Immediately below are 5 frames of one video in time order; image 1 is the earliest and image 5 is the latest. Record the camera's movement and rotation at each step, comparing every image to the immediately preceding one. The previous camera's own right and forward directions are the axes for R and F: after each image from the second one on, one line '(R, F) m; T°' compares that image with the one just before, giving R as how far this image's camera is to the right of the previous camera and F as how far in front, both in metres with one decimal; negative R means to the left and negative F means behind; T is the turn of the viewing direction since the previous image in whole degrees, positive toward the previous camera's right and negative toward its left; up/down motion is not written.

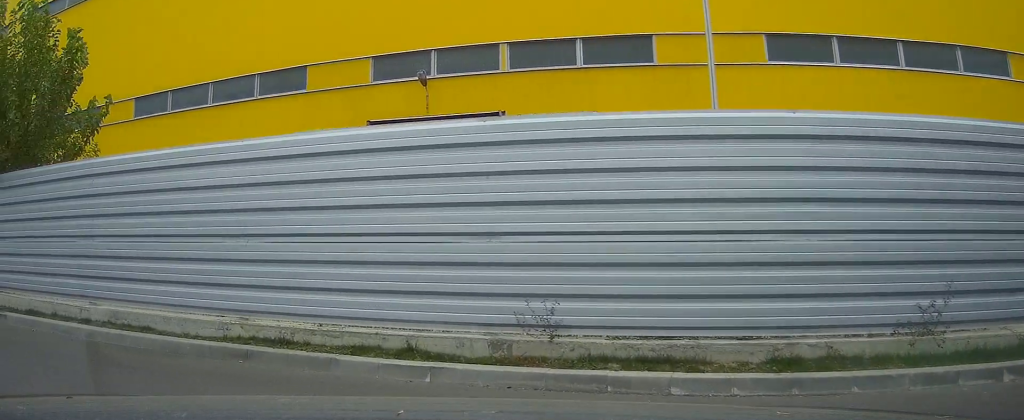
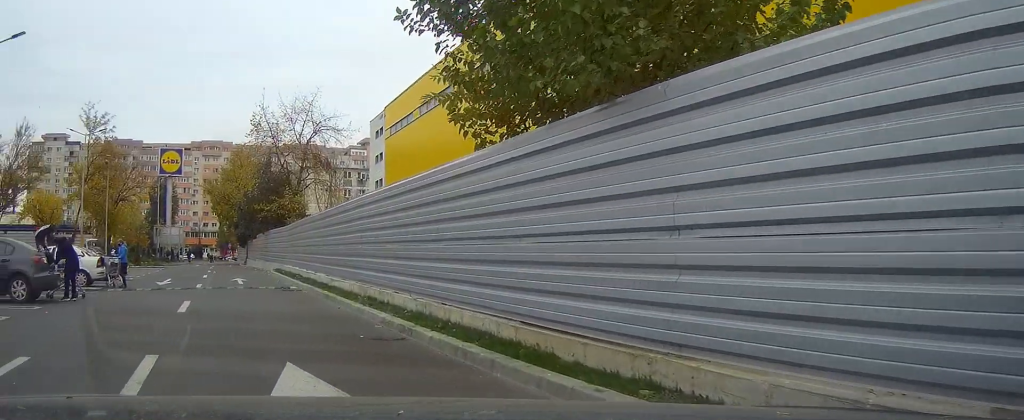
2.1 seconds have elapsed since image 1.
(-2.8, +5.8) m; -43°
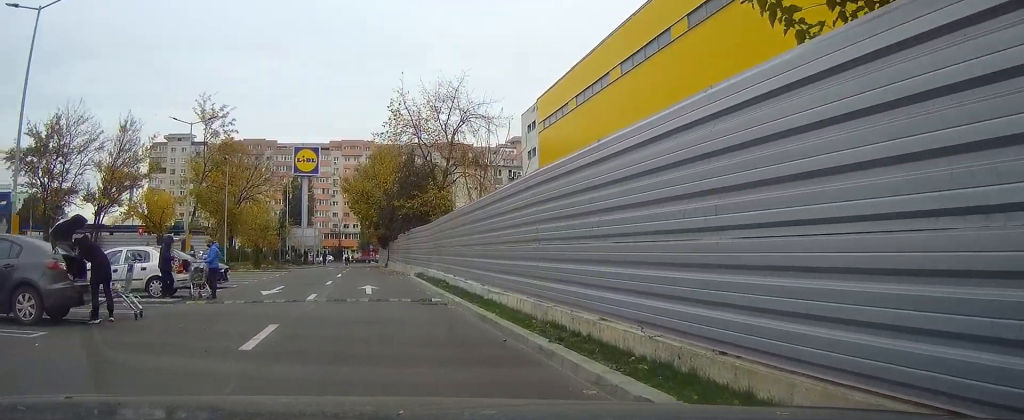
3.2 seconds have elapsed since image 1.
(-0.4, +4.4) m; -7°
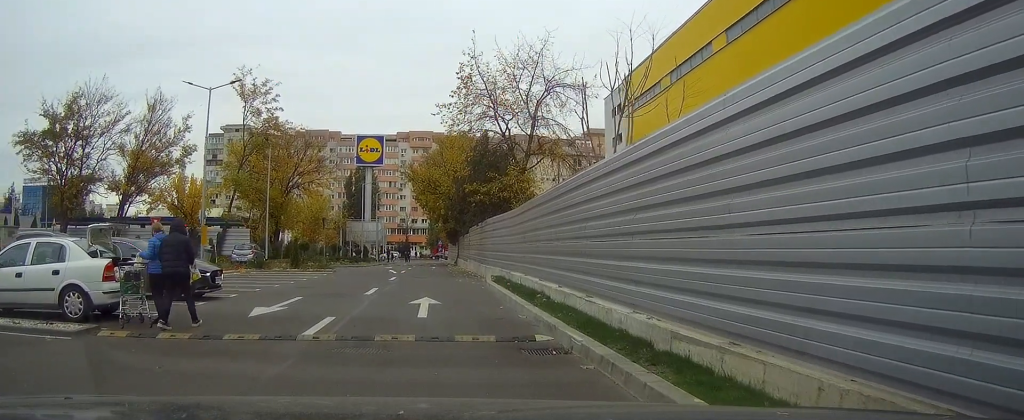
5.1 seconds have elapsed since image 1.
(-0.4, +7.8) m; -5°
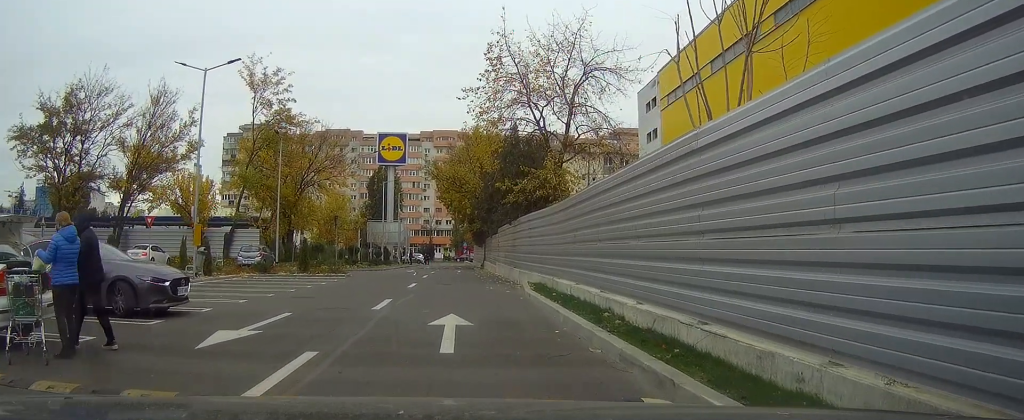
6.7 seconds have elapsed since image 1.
(0.0, +4.9) m; -4°
